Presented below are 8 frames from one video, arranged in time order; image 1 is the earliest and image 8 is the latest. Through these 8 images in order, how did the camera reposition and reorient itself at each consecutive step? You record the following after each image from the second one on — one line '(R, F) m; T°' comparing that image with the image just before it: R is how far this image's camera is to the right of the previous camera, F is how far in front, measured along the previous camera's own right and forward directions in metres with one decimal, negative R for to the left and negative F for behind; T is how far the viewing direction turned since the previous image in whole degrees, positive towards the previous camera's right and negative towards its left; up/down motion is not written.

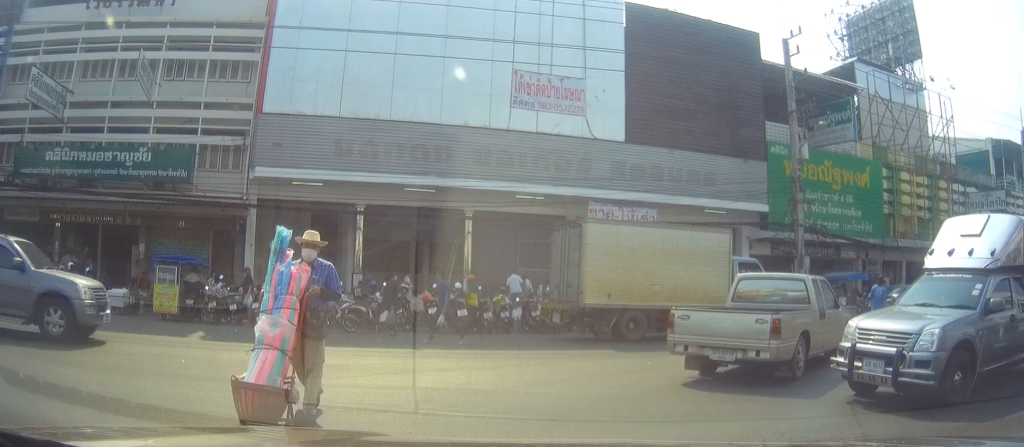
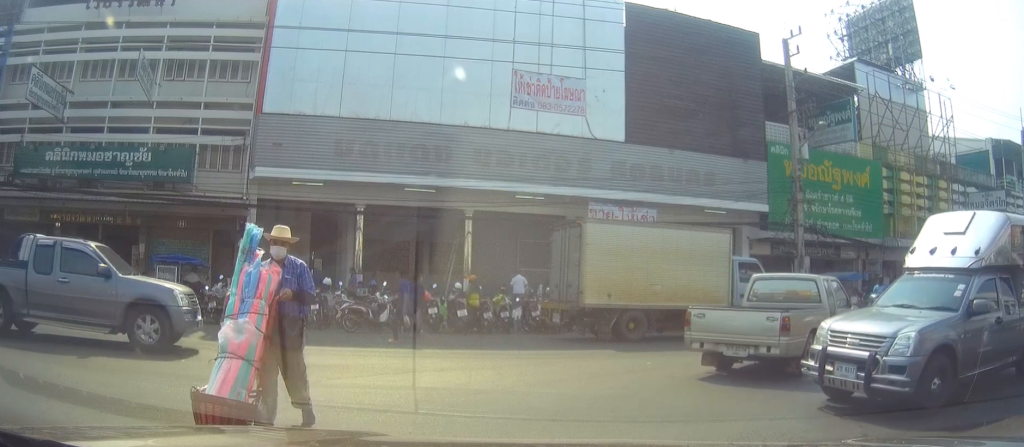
(0.0, 0.0) m; 0°
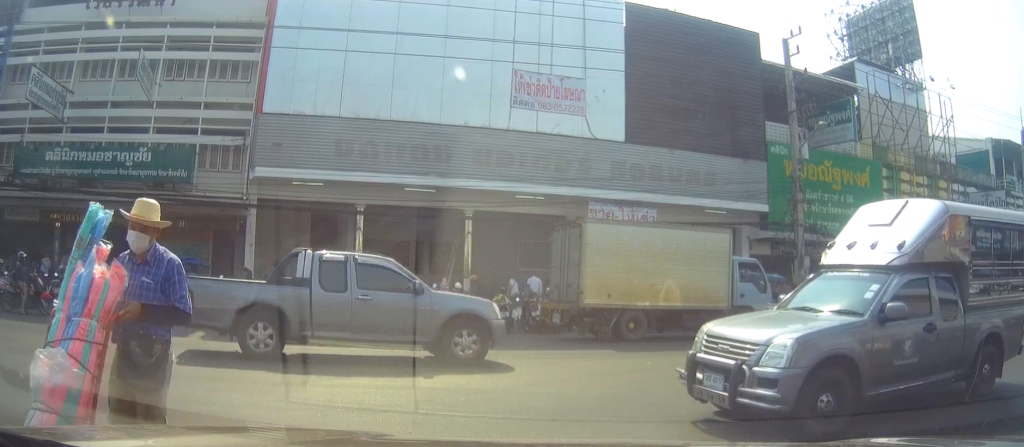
(0.0, 0.0) m; 0°
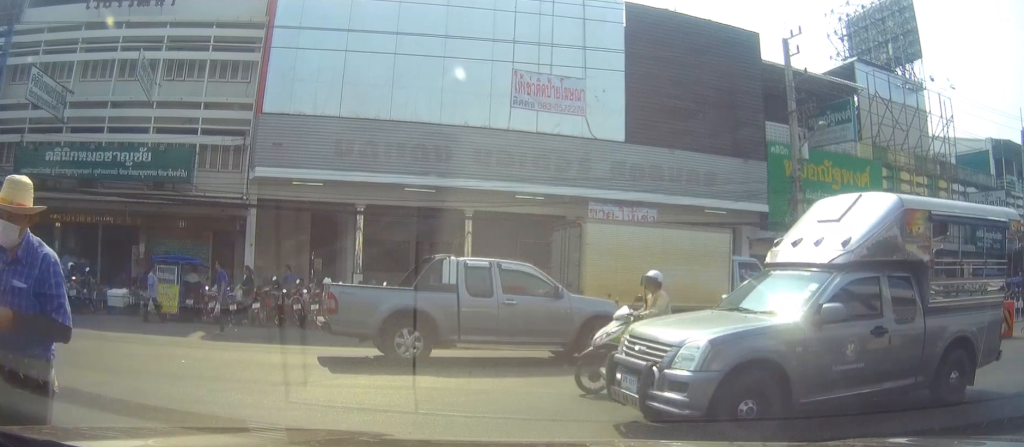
(0.0, 0.0) m; 0°
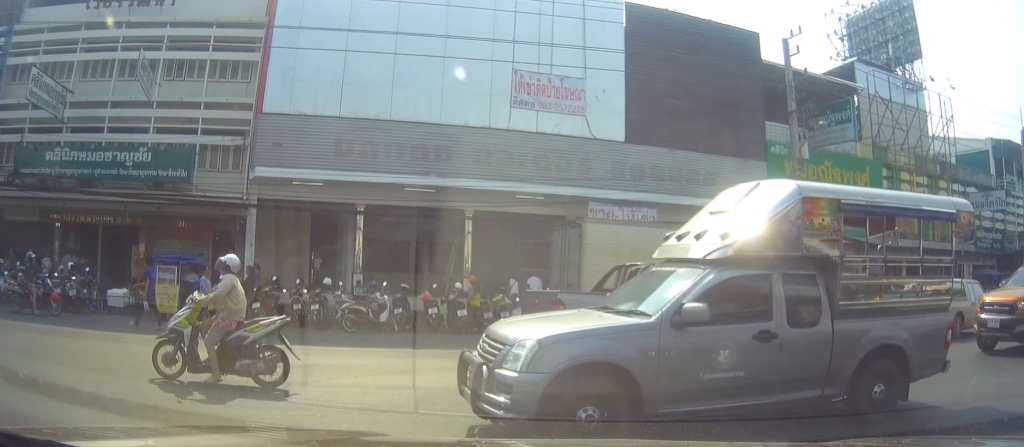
(0.0, 0.0) m; 0°
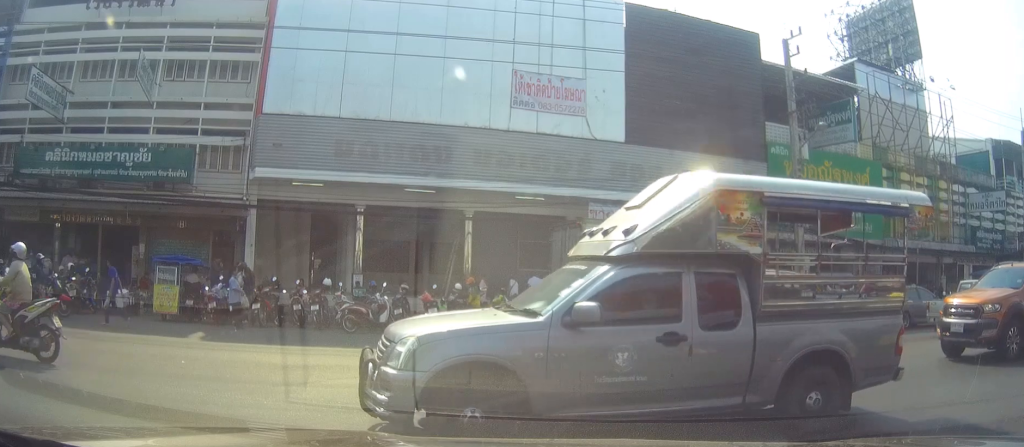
(0.0, 0.0) m; 0°
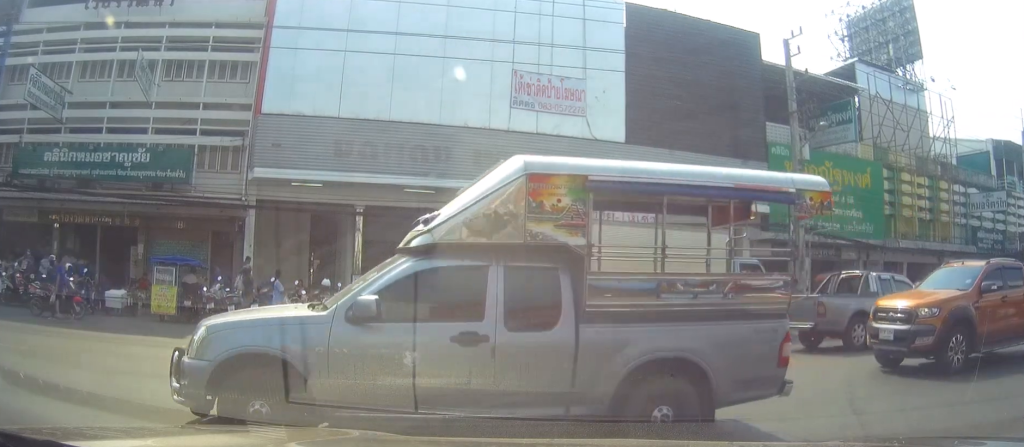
(0.0, 0.0) m; 0°
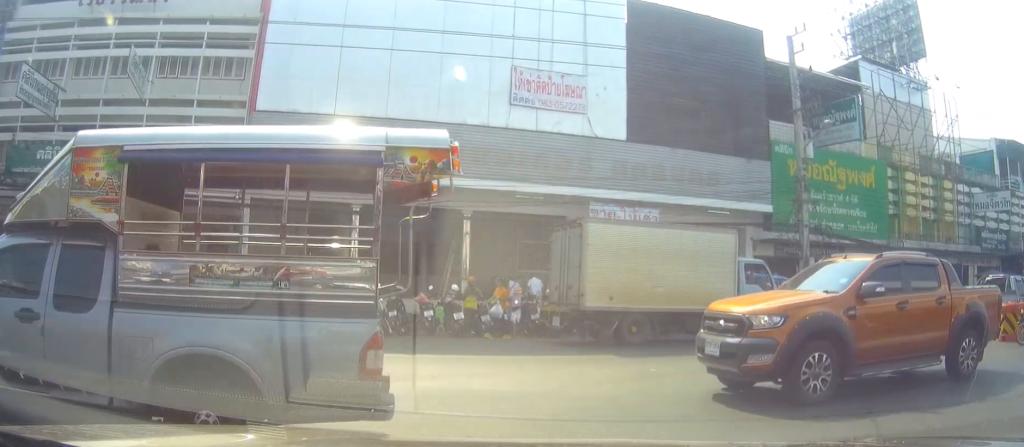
(0.0, +0.1) m; 0°
